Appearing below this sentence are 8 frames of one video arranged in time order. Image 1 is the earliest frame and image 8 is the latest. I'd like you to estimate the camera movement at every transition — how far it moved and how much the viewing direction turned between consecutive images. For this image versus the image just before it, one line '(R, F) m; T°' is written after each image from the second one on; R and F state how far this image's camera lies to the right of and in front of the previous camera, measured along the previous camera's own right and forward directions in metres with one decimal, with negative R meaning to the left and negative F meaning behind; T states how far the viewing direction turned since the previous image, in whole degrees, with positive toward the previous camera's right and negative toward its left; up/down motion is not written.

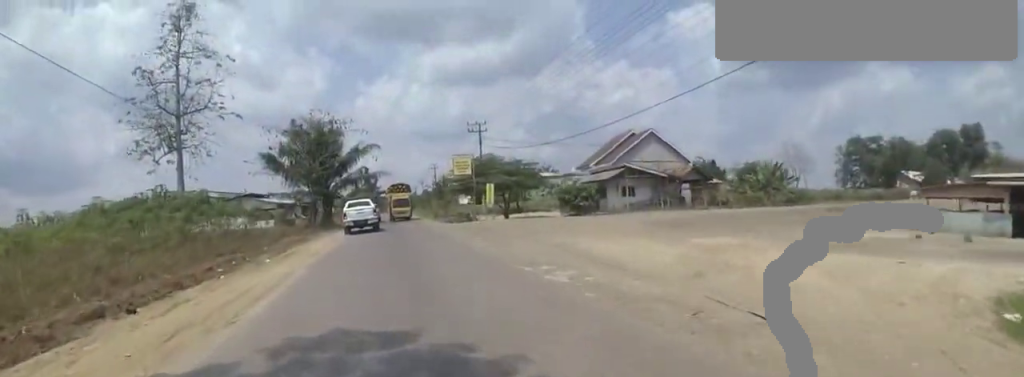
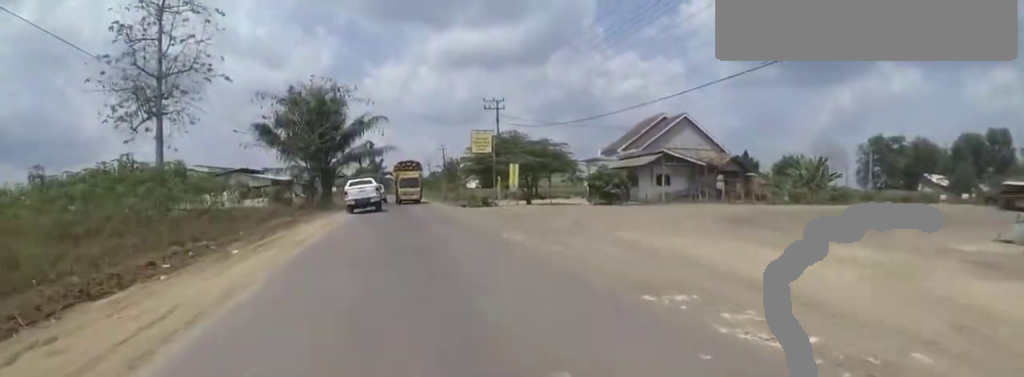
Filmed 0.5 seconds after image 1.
(0.0, +3.9) m; -3°
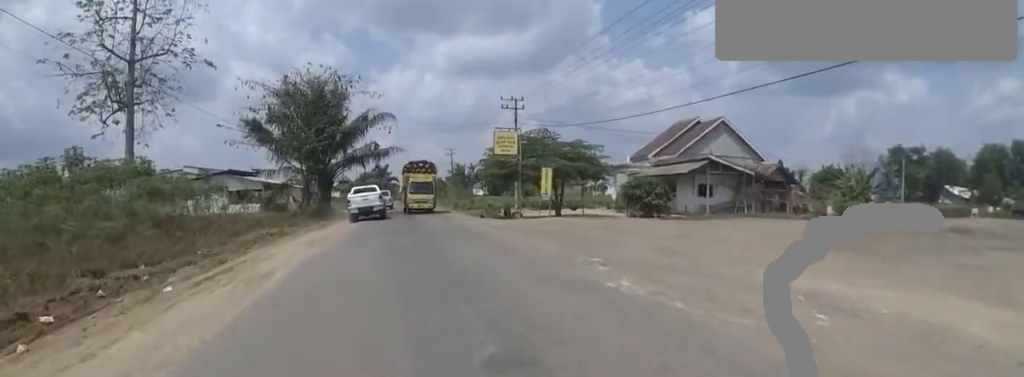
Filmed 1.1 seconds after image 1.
(-0.6, +4.5) m; +1°
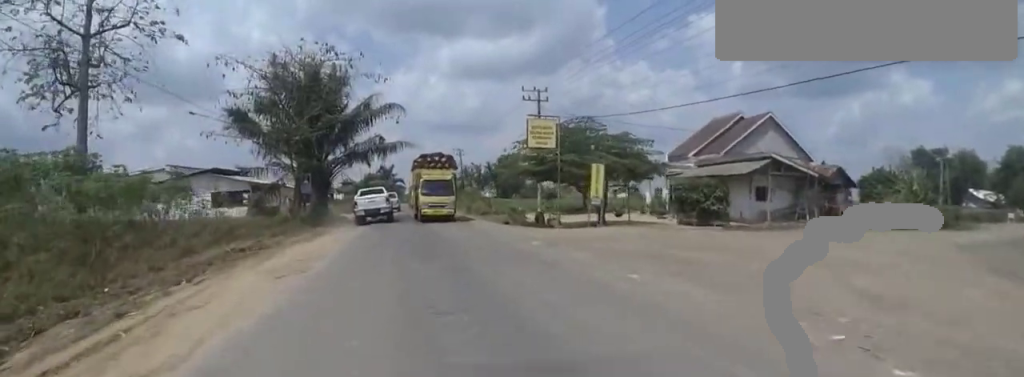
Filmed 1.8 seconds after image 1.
(+0.2, +4.8) m; +4°
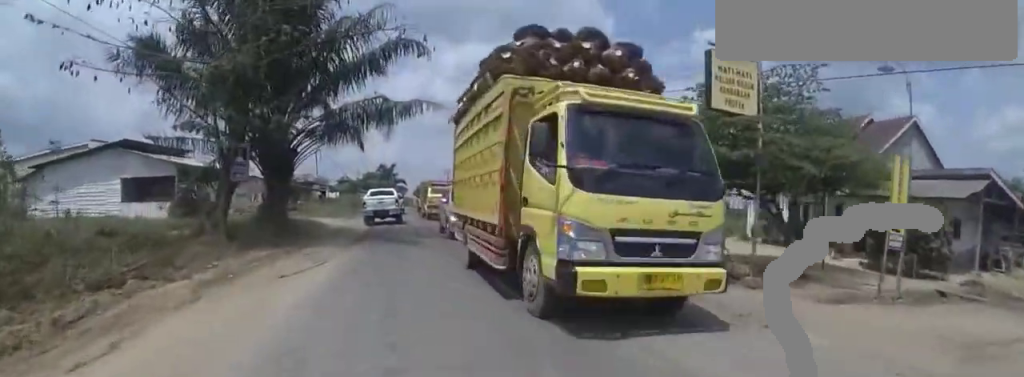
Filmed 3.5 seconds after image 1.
(+1.2, +11.7) m; +5°
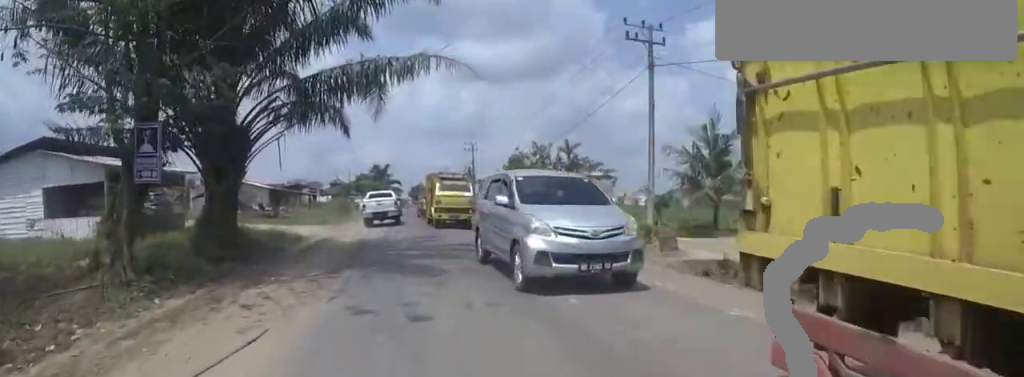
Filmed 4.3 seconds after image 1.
(+0.1, +5.0) m; -6°
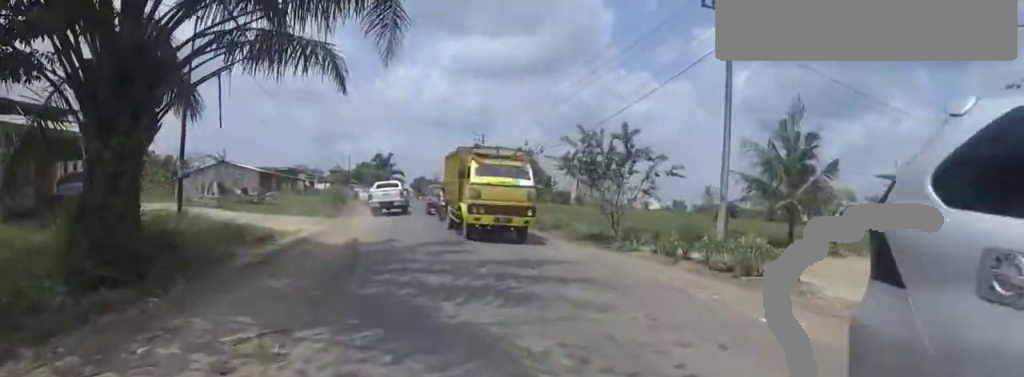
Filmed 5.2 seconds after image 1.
(-0.6, +4.5) m; -5°
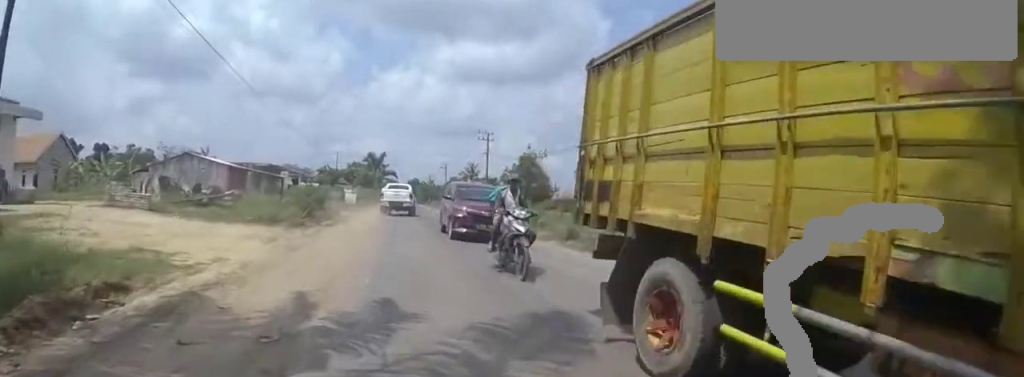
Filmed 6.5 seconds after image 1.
(+0.4, +6.7) m; +19°
